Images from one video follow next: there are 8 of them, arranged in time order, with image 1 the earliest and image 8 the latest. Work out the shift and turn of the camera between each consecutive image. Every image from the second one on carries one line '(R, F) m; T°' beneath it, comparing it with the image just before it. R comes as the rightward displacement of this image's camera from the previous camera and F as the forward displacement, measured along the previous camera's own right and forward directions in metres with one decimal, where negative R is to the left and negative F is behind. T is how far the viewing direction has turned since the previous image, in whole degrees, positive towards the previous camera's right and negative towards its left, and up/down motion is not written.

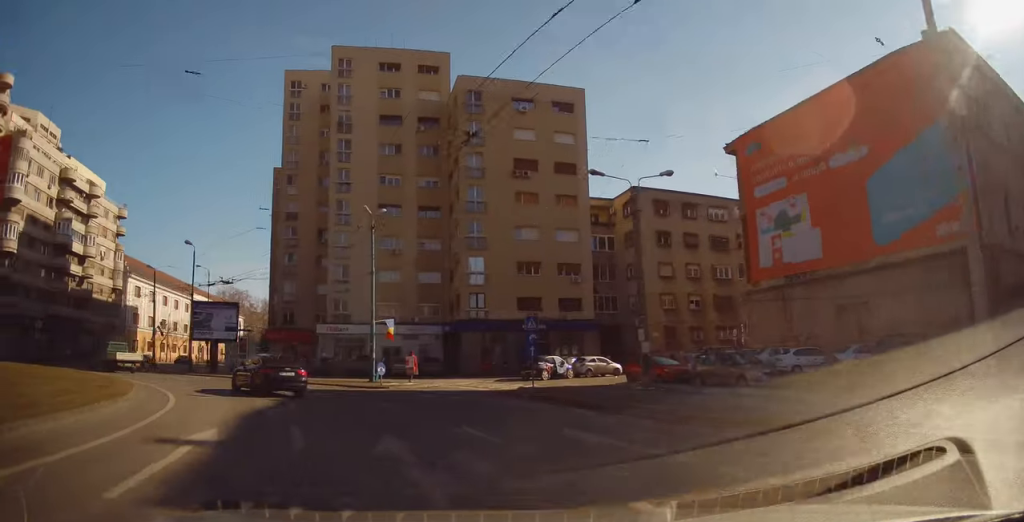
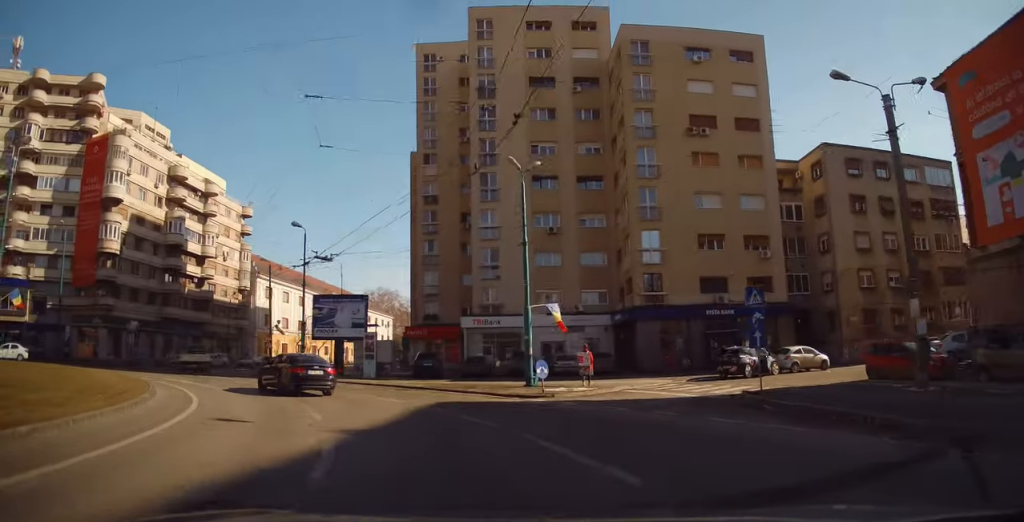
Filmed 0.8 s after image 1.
(-1.4, +7.2) m; -15°
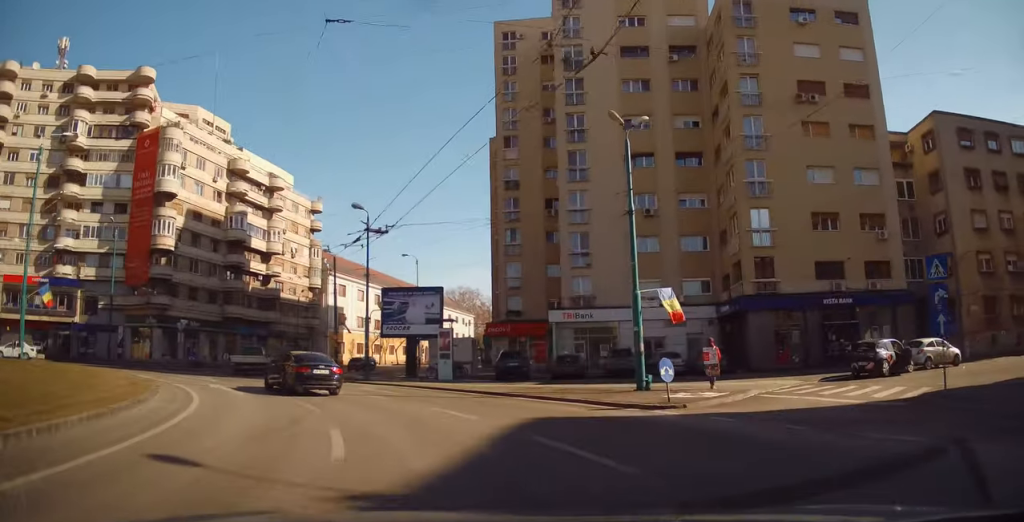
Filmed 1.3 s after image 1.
(-0.4, +4.4) m; -8°
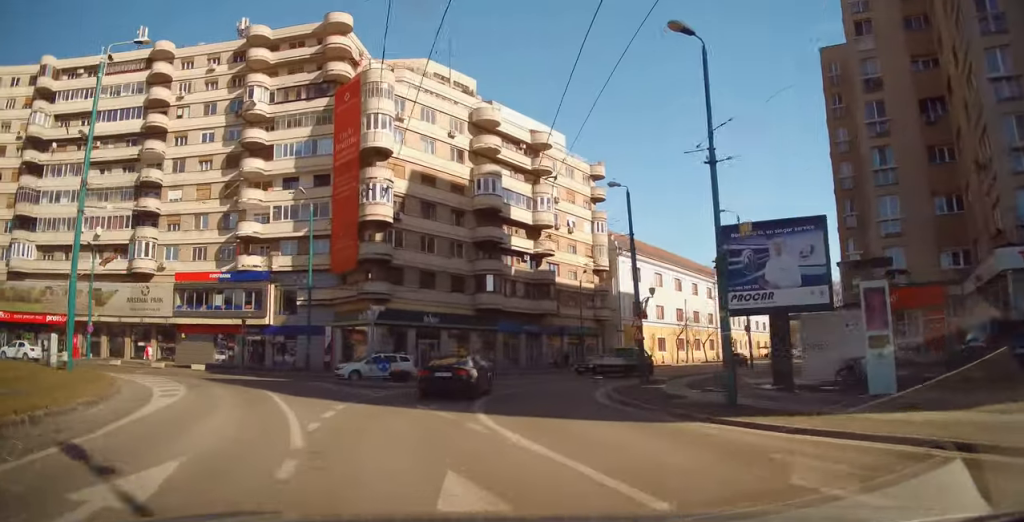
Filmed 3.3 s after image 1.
(-4.2, +16.3) m; -31°
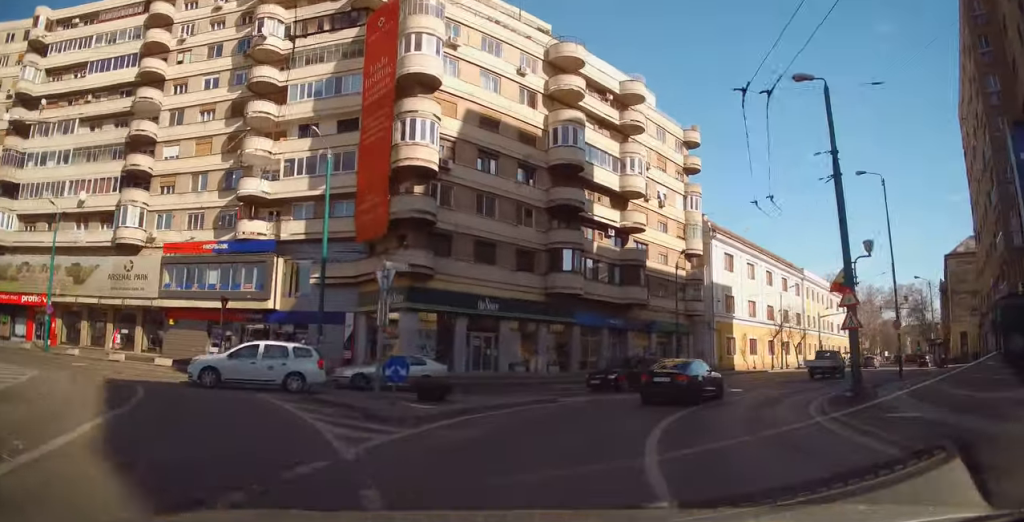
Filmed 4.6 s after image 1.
(-1.0, +11.5) m; -2°
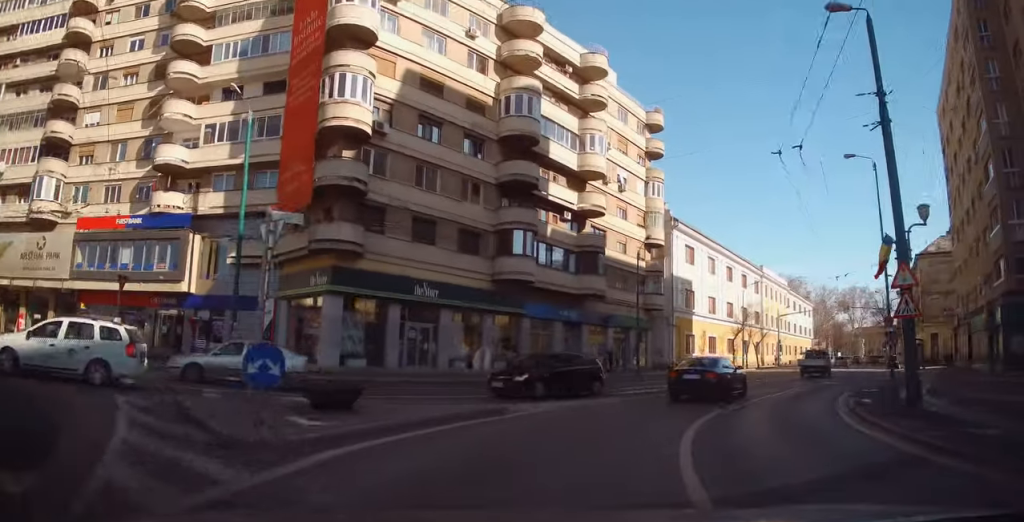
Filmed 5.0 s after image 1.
(-0.1, +4.2) m; +3°
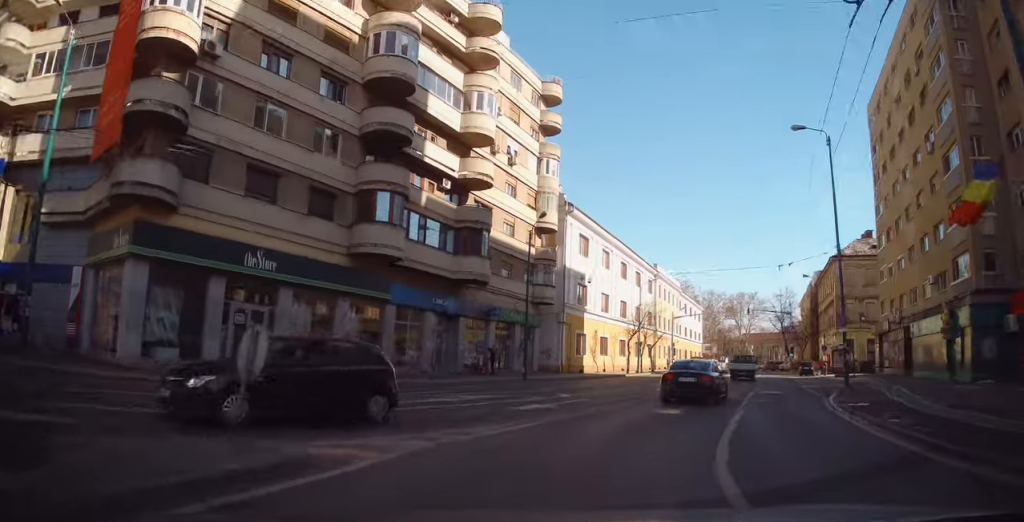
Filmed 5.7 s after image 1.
(+0.4, +6.5) m; +10°
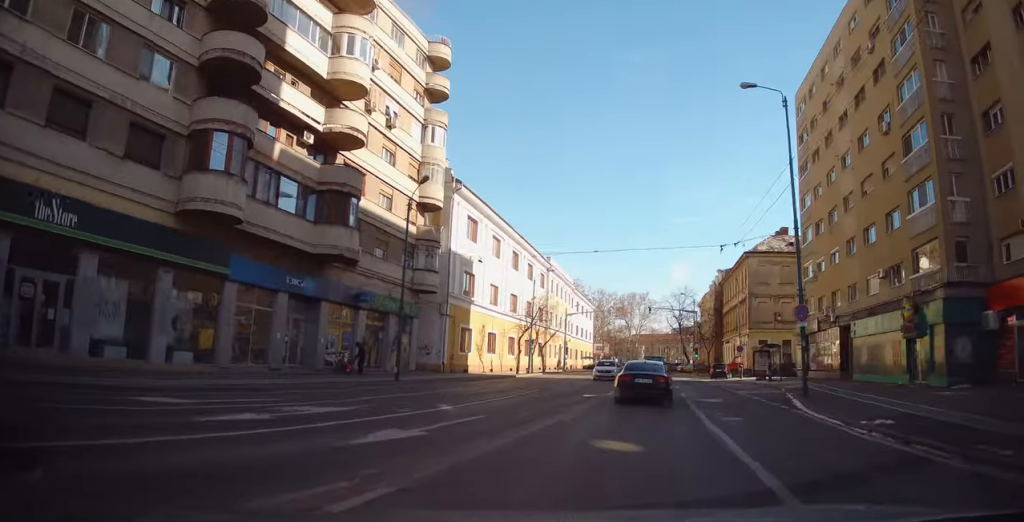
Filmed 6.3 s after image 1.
(+0.1, +5.6) m; +10°
